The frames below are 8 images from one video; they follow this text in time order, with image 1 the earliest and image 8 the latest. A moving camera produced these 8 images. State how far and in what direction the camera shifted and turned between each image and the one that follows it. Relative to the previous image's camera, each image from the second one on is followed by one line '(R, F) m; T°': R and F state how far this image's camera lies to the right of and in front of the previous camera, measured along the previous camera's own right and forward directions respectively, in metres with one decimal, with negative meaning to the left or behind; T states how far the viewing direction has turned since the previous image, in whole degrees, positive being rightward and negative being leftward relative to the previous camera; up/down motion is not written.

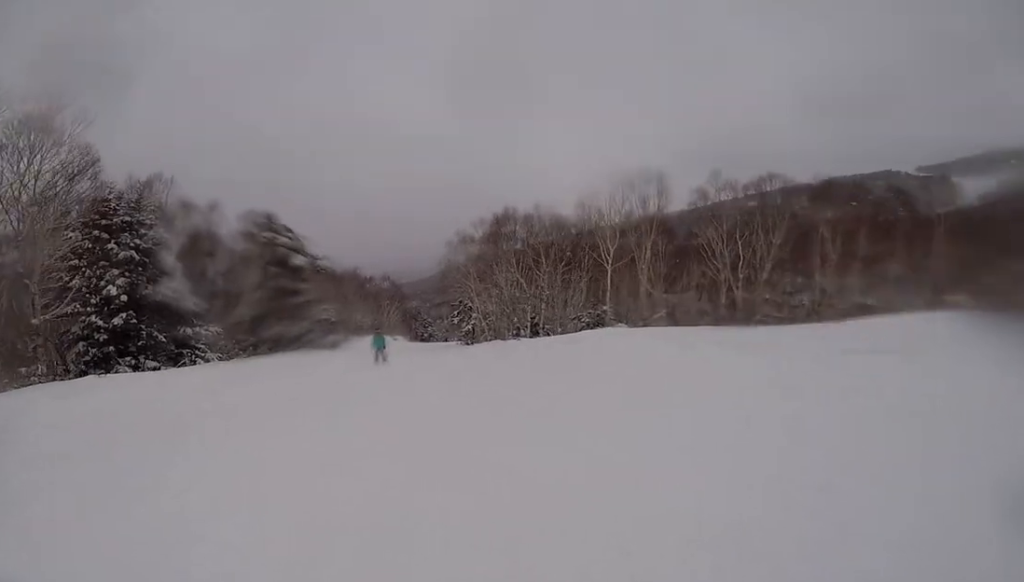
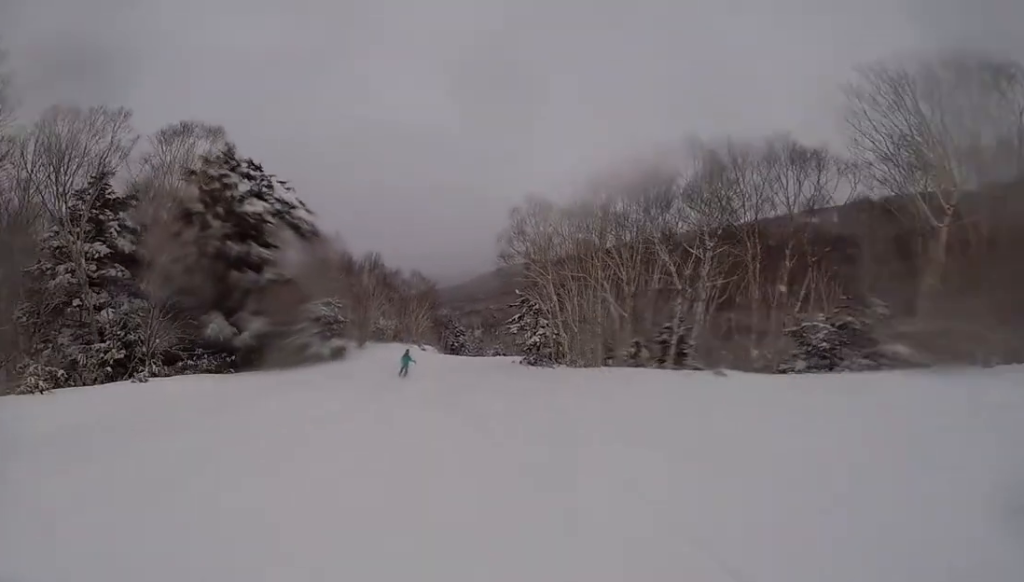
(+0.3, +17.5) m; +11°
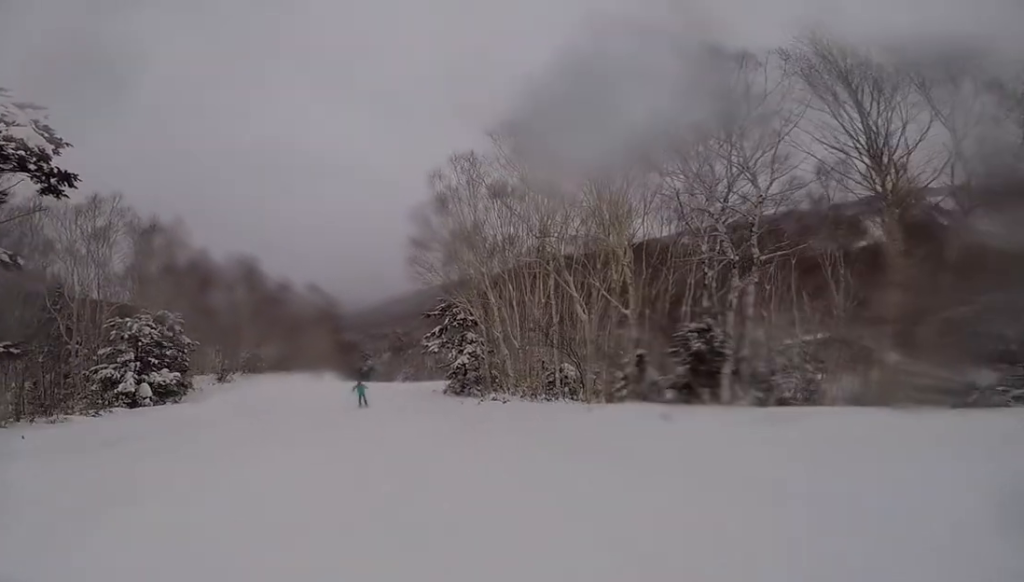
(+0.5, +11.4) m; -6°
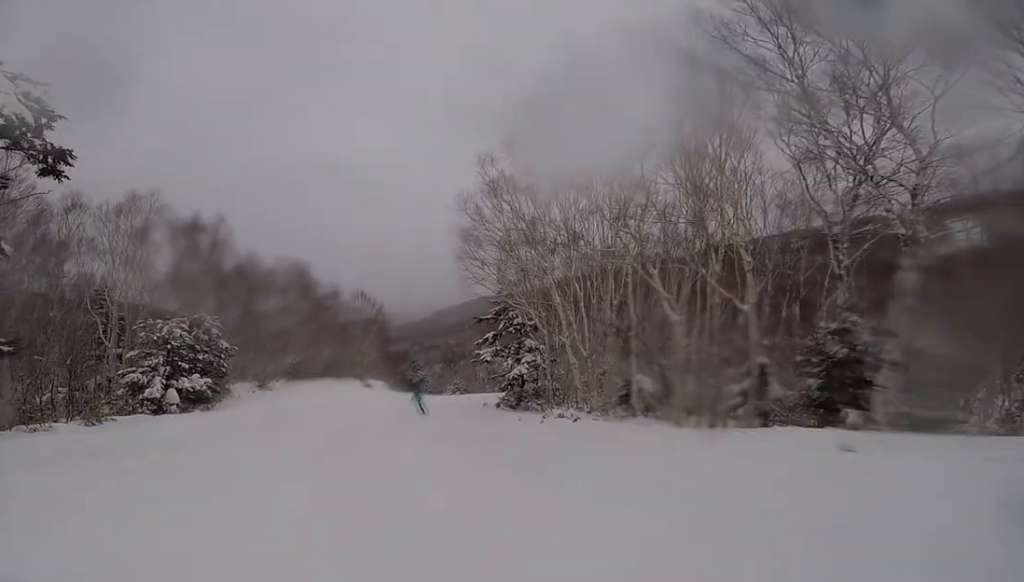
(-0.3, +3.2) m; -4°
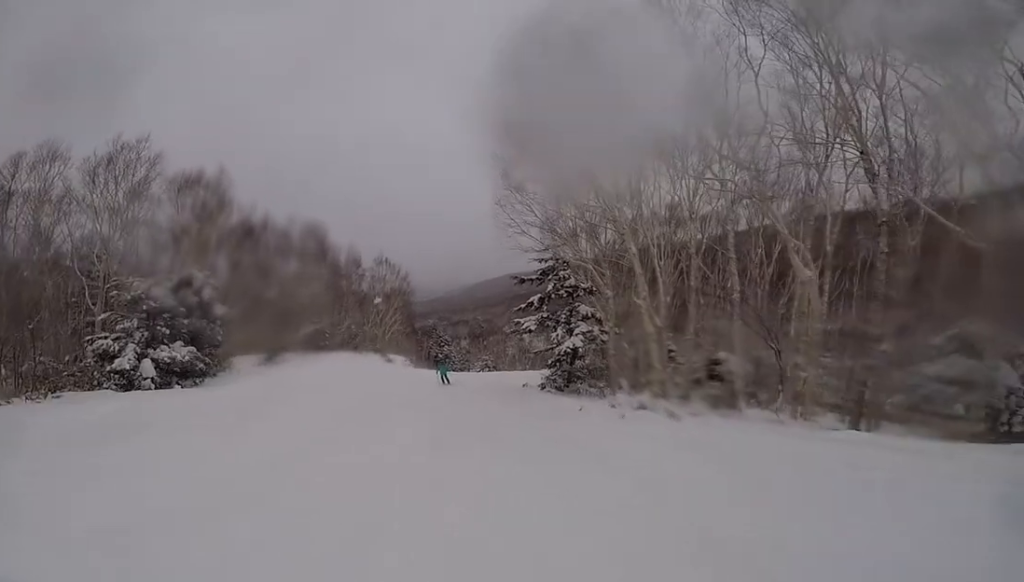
(0.0, +4.9) m; 0°
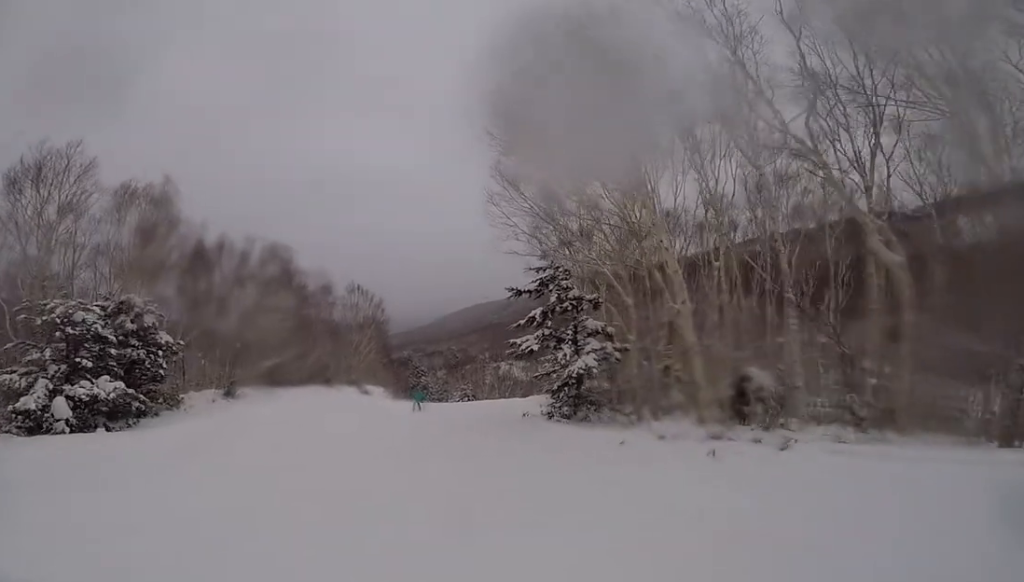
(0.0, +3.6) m; +1°
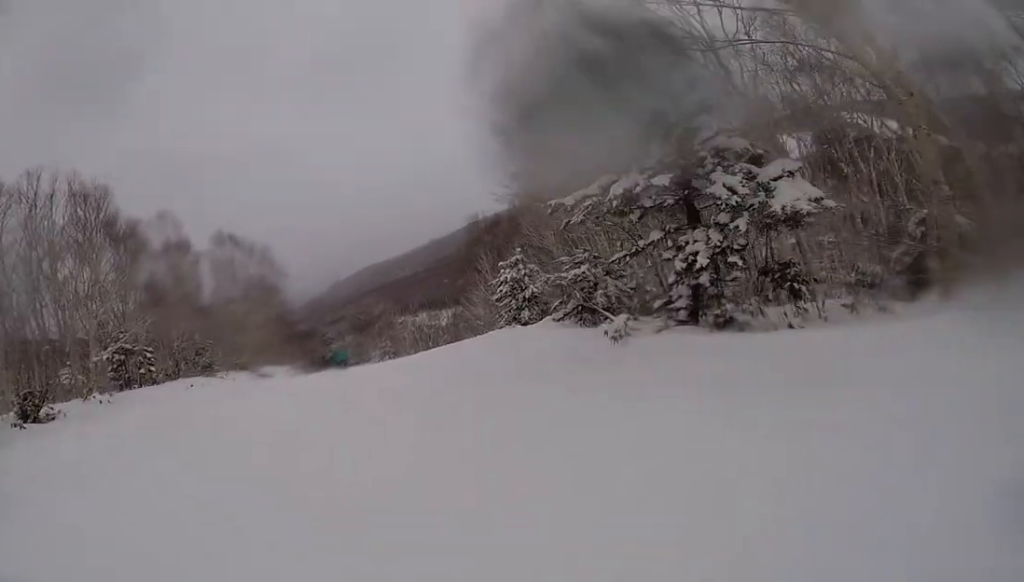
(+1.2, +11.1) m; +11°
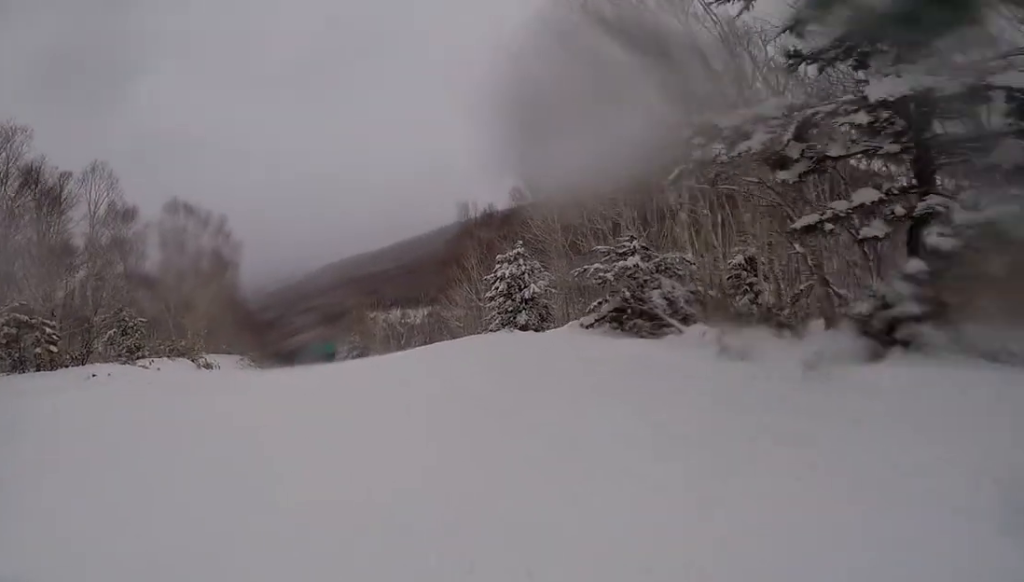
(+0.9, +5.2) m; 0°
